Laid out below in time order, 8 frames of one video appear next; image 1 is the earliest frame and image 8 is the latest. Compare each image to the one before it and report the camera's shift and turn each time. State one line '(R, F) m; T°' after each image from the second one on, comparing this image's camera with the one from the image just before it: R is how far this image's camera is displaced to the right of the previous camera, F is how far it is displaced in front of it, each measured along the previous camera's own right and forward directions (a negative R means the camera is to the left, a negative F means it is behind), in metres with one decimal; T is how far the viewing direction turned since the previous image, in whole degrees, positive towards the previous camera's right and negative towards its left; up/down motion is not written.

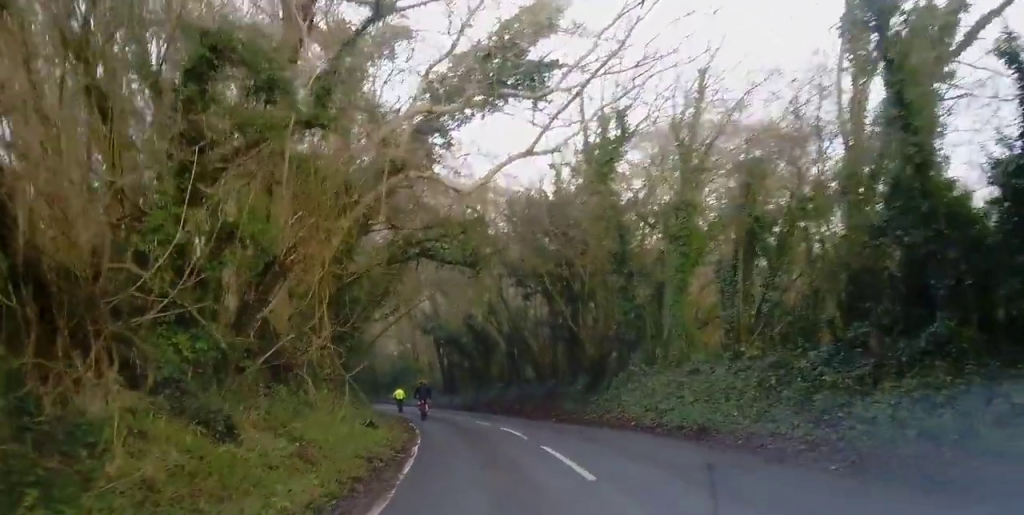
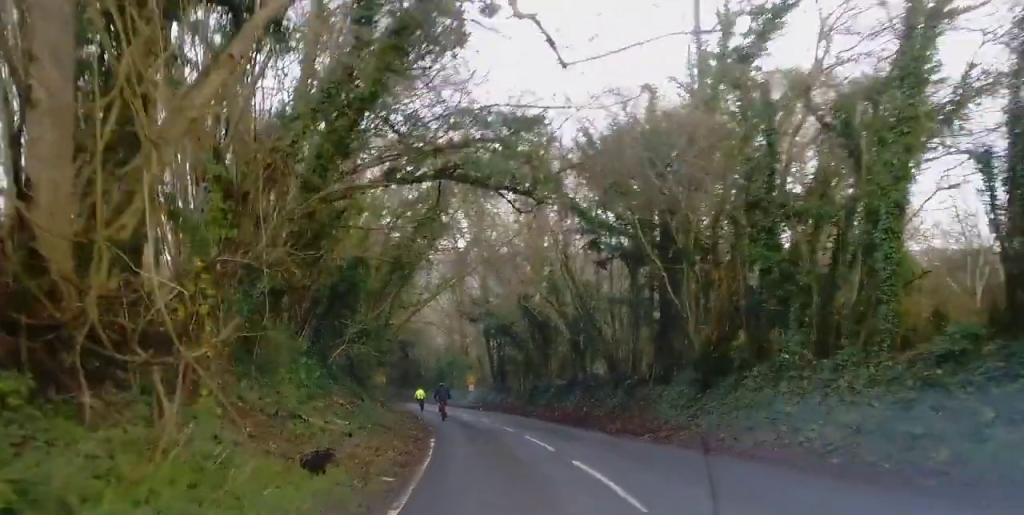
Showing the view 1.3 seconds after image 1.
(-0.3, +9.7) m; -6°
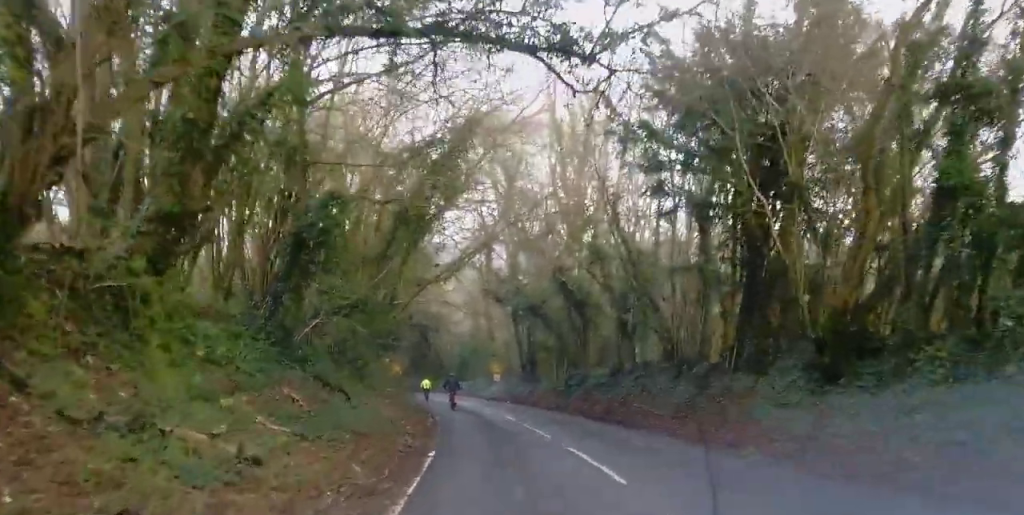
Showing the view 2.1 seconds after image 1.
(-0.3, +6.3) m; -3°
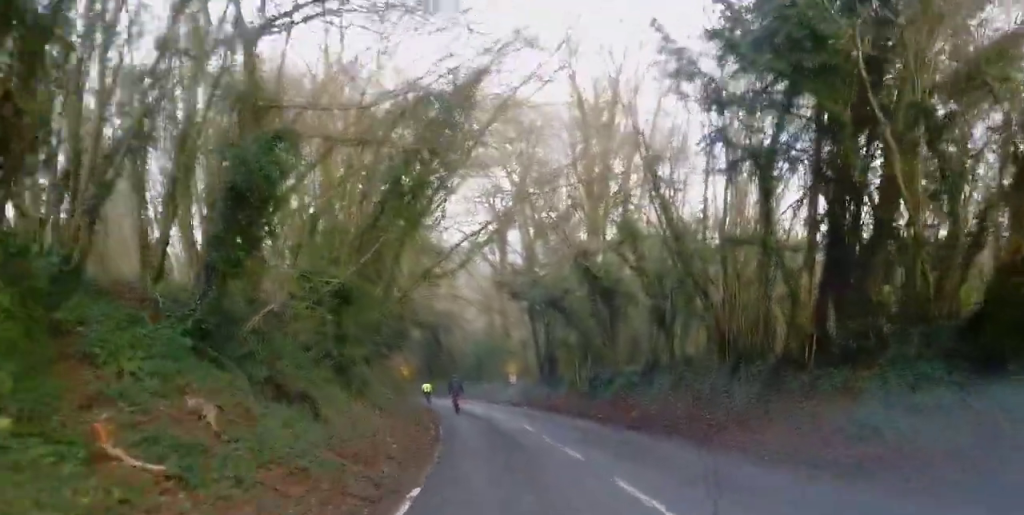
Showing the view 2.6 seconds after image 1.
(-0.2, +4.6) m; -1°
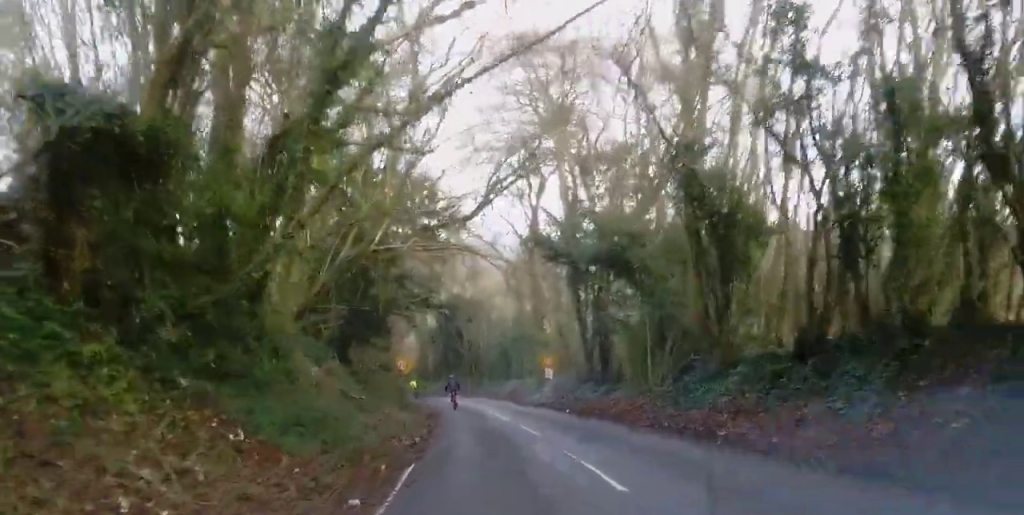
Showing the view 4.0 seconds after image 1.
(-0.2, +13.0) m; -4°
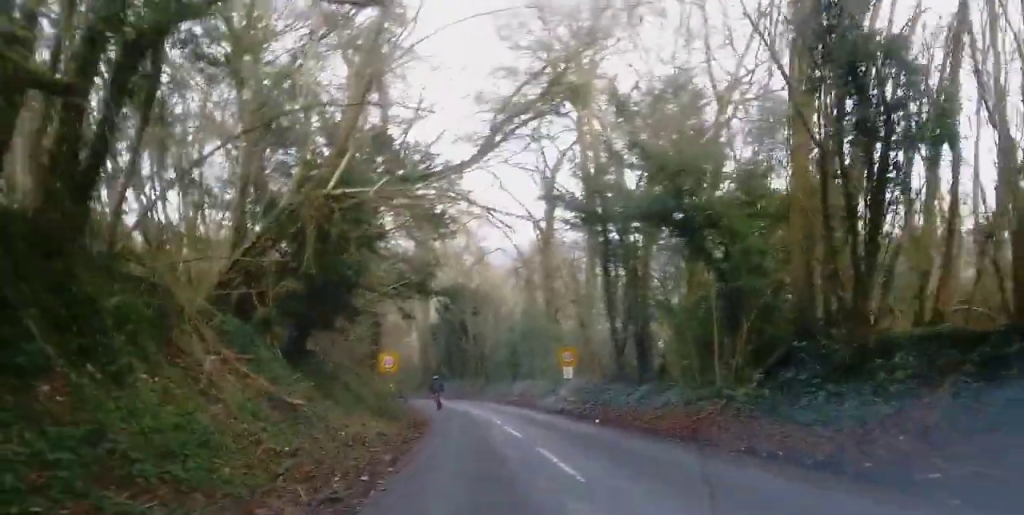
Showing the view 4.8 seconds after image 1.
(-0.3, +7.6) m; -2°
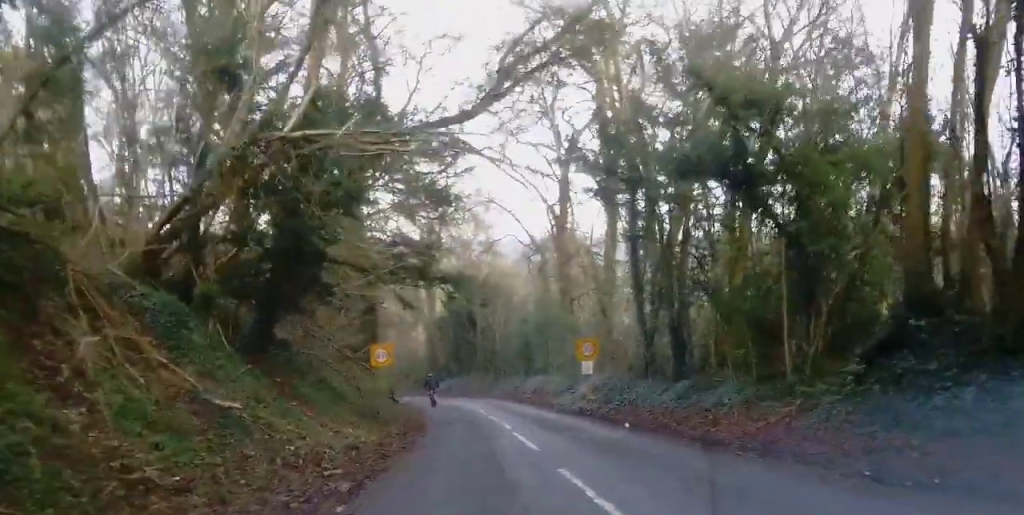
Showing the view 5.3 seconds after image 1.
(+0.1, +4.5) m; -1°
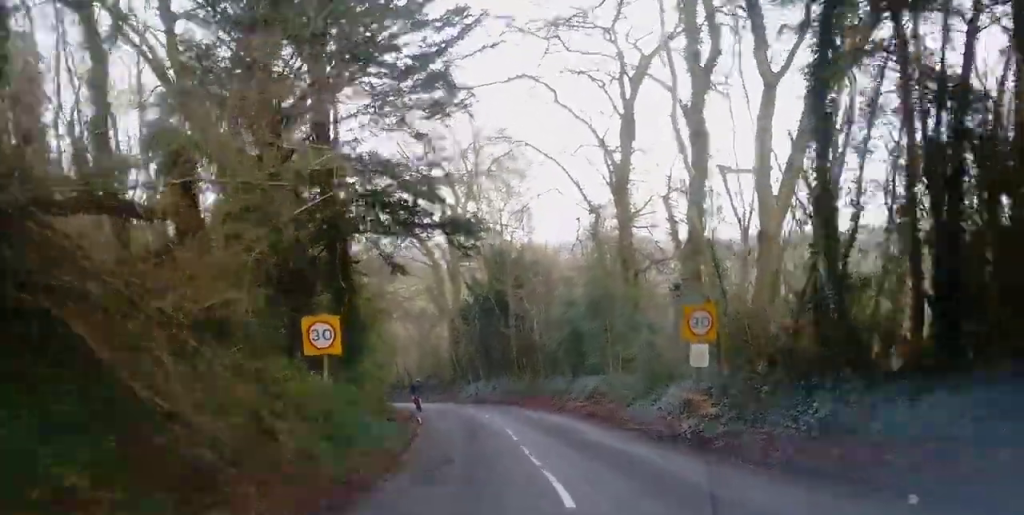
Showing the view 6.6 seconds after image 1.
(-0.4, +12.5) m; -1°
